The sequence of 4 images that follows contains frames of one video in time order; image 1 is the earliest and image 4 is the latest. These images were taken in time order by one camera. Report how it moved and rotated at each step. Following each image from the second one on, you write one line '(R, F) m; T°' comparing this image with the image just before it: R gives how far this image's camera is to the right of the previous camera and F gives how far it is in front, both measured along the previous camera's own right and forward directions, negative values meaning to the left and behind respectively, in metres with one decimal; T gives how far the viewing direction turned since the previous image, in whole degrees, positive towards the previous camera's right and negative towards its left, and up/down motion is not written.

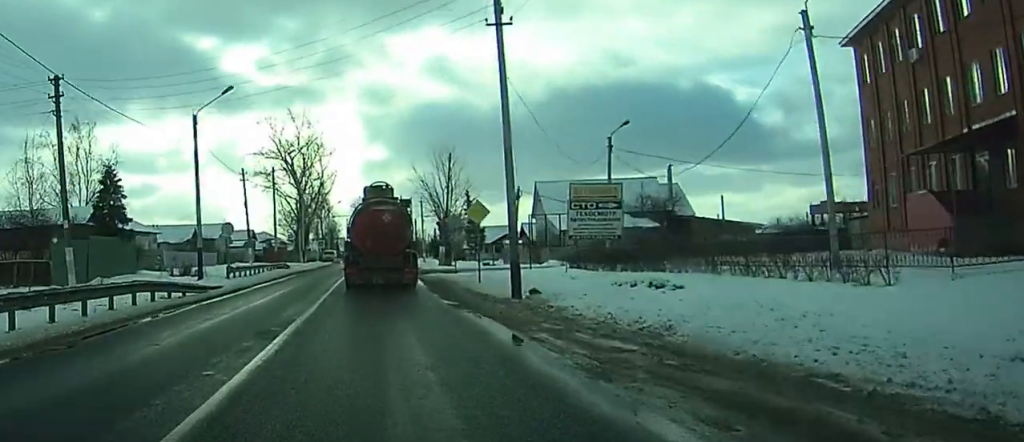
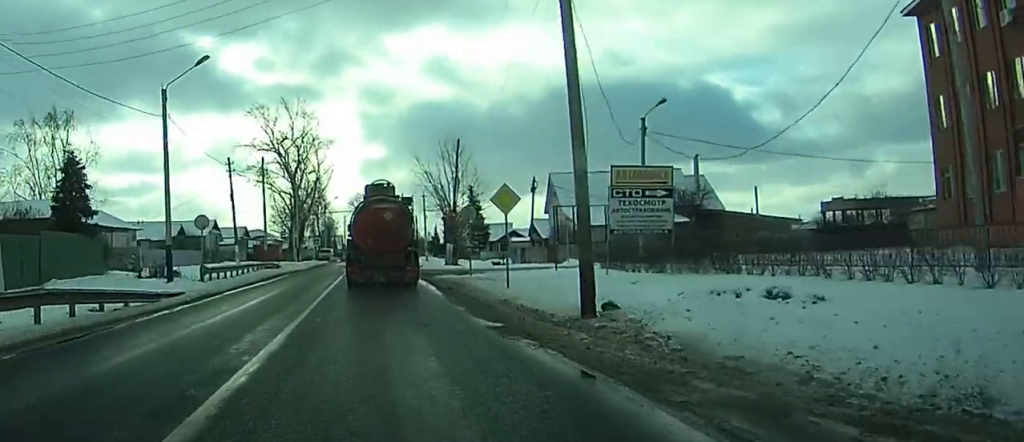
(-0.1, +6.8) m; +2°
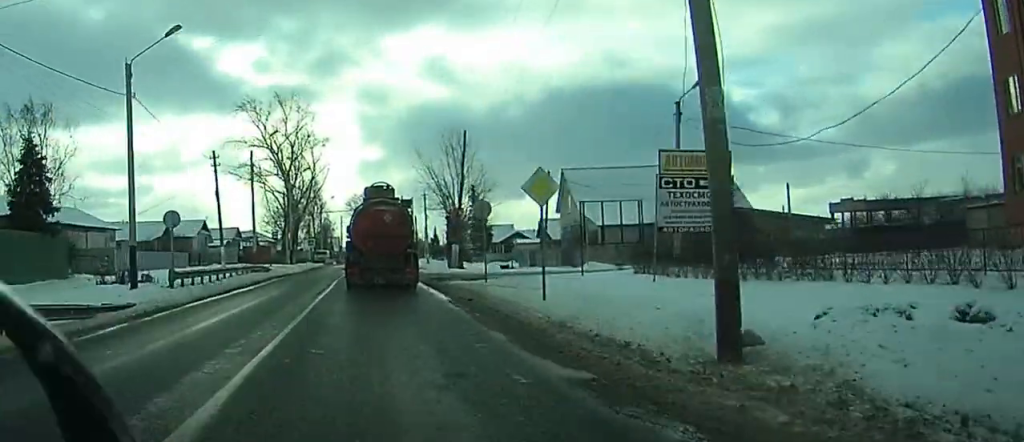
(+0.2, +5.7) m; -1°
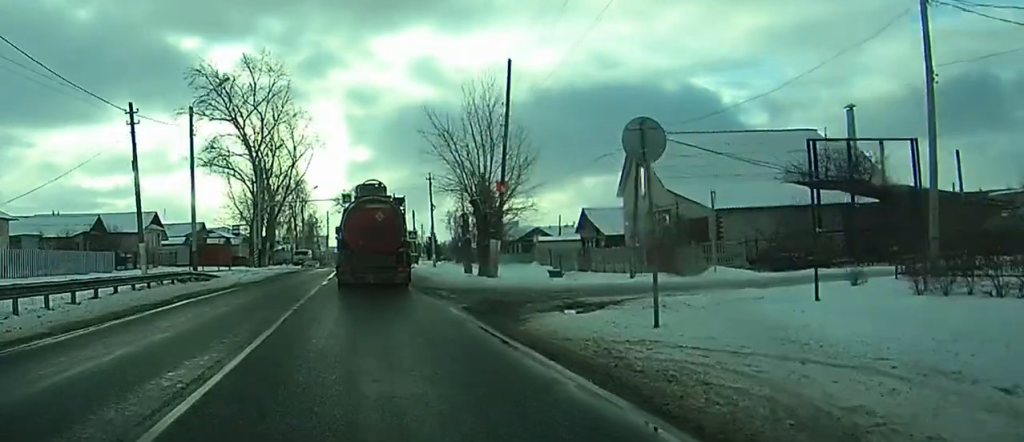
(-1.2, +20.4) m; -6°
